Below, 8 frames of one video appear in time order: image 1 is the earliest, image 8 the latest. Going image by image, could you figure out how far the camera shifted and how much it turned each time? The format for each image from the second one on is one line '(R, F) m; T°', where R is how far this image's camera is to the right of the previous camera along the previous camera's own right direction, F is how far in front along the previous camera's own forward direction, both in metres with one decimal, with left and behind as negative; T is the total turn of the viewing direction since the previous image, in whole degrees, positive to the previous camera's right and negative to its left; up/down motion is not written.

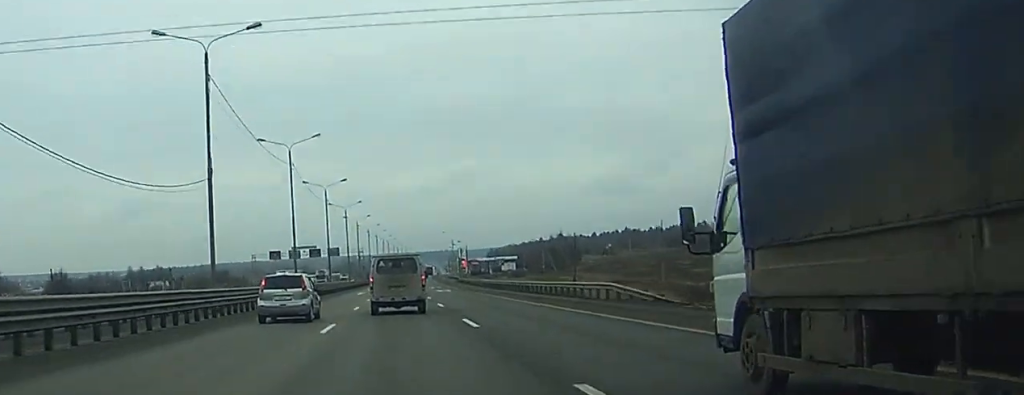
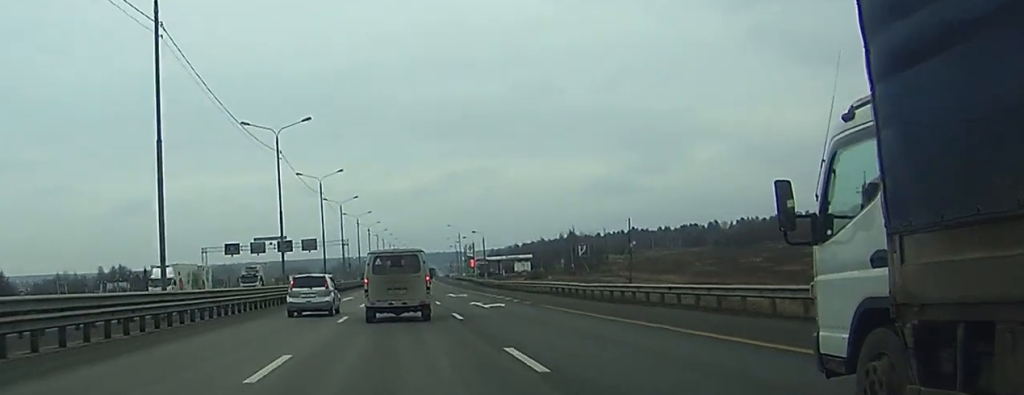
(+0.1, +42.5) m; 0°
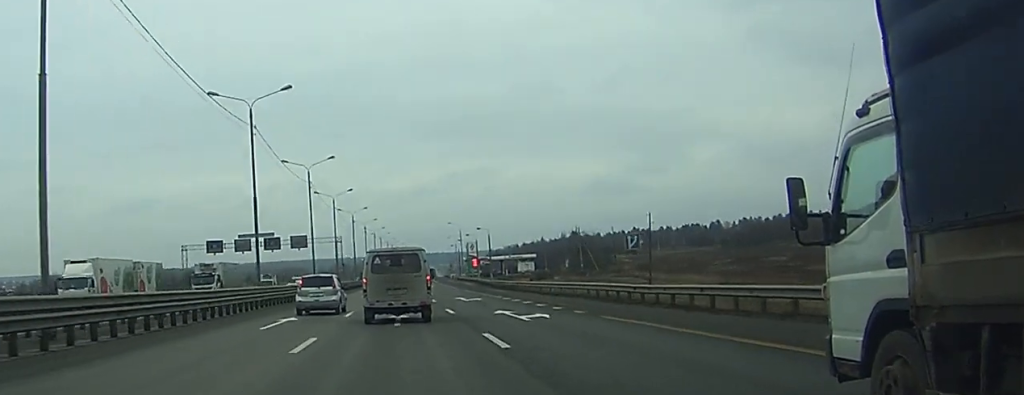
(0.0, +11.3) m; 0°
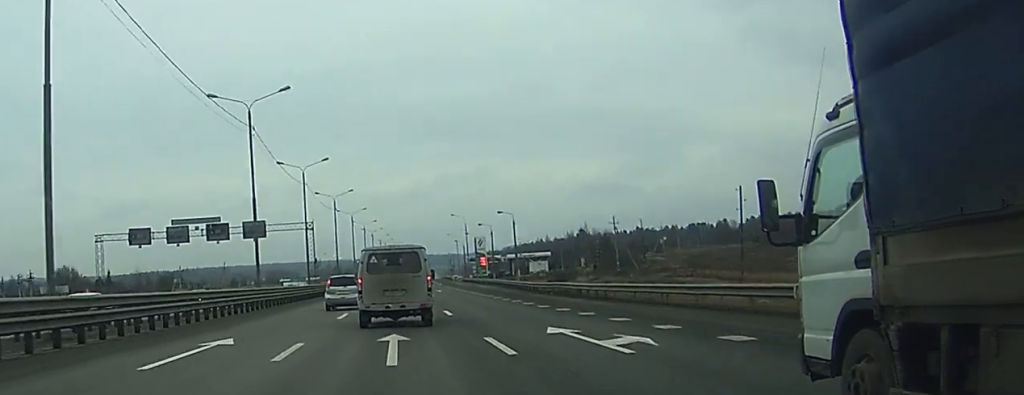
(0.0, +33.3) m; 0°
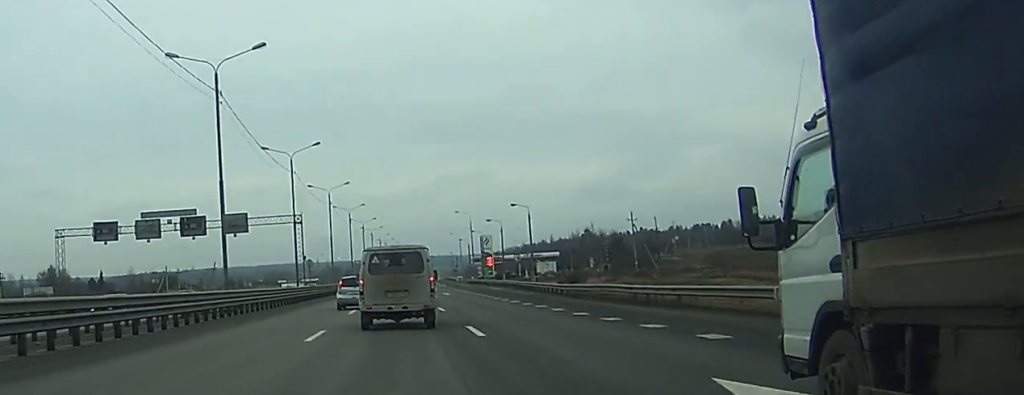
(0.0, +10.8) m; 0°
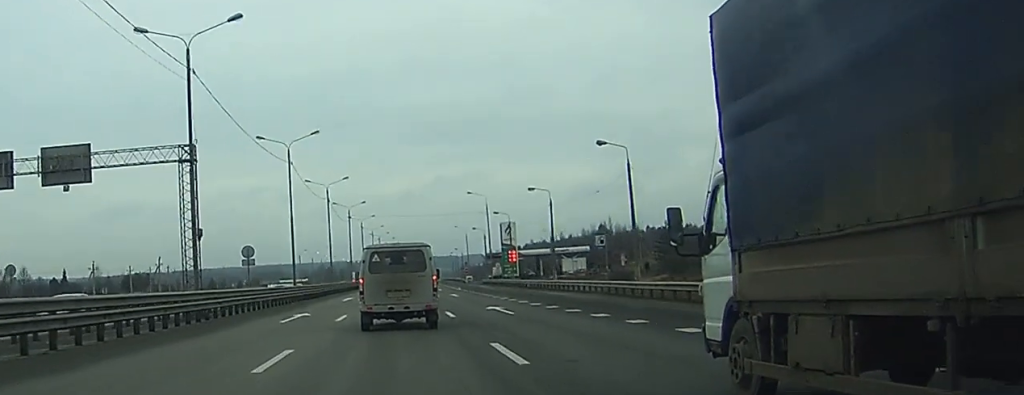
(+0.3, +38.3) m; +1°
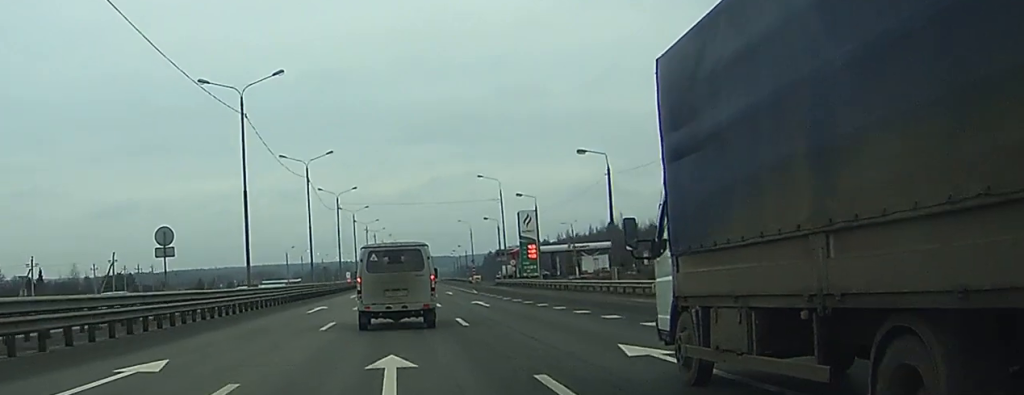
(+0.1, +21.3) m; 0°
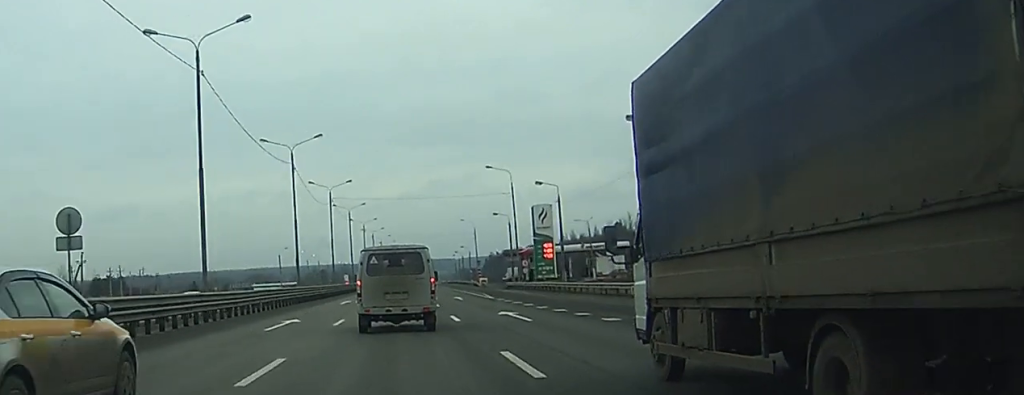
(+0.1, +11.6) m; 0°
